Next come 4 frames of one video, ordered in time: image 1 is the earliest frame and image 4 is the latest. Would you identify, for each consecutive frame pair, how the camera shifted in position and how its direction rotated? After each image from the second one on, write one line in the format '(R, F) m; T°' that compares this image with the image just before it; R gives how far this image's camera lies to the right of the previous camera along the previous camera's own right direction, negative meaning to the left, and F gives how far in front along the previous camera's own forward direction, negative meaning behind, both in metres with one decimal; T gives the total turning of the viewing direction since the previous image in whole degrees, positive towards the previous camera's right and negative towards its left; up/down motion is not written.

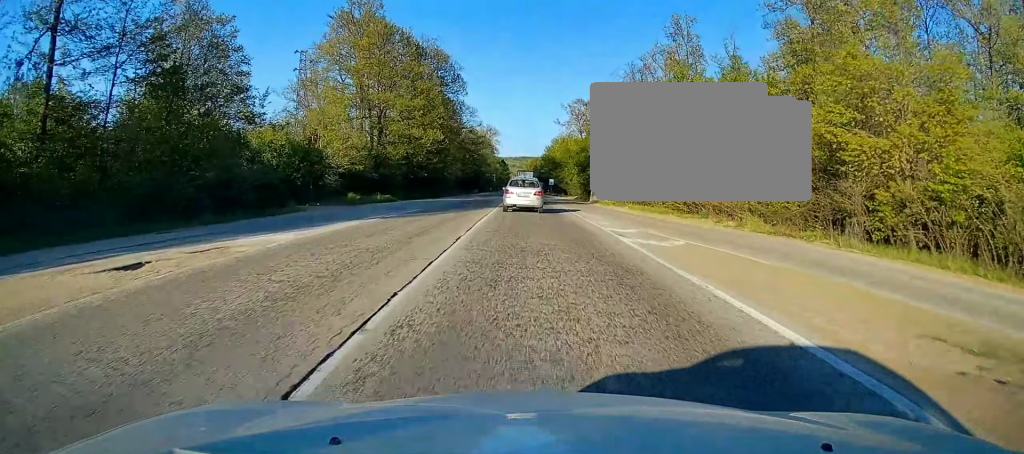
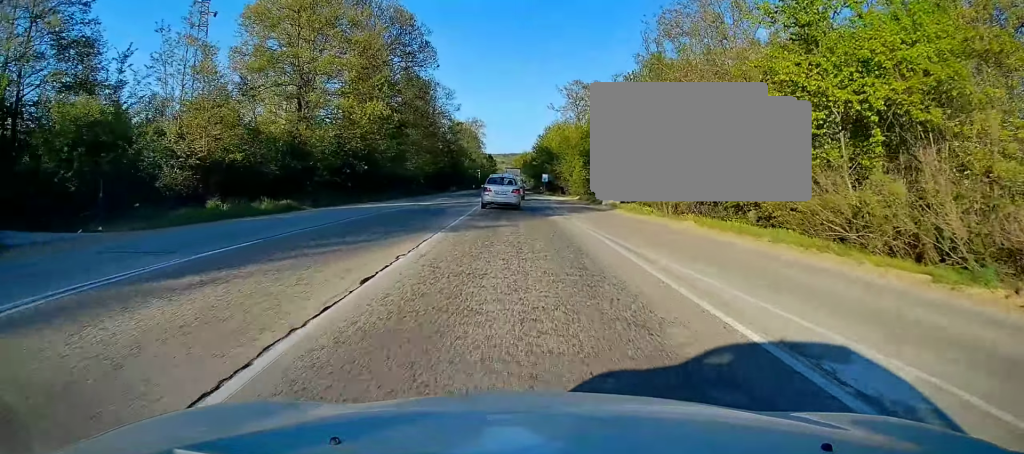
(+0.3, +18.6) m; +1°
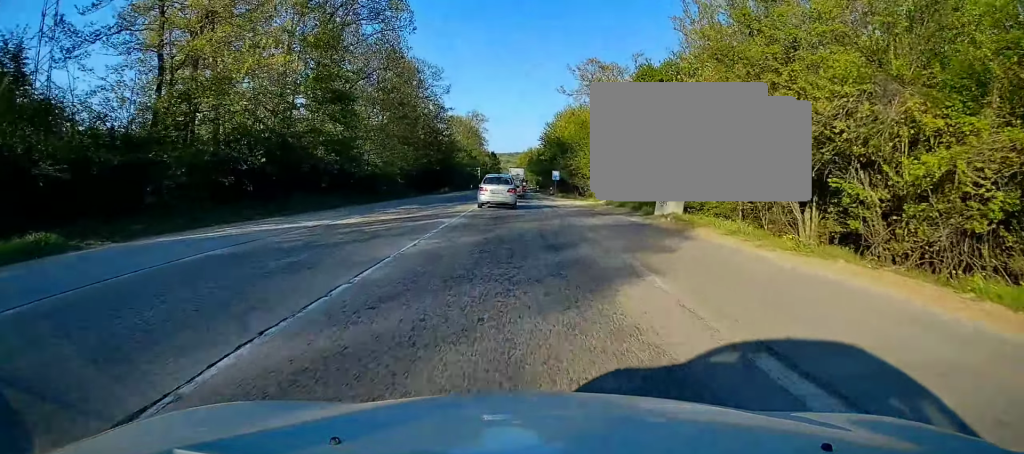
(0.0, +16.9) m; -1°
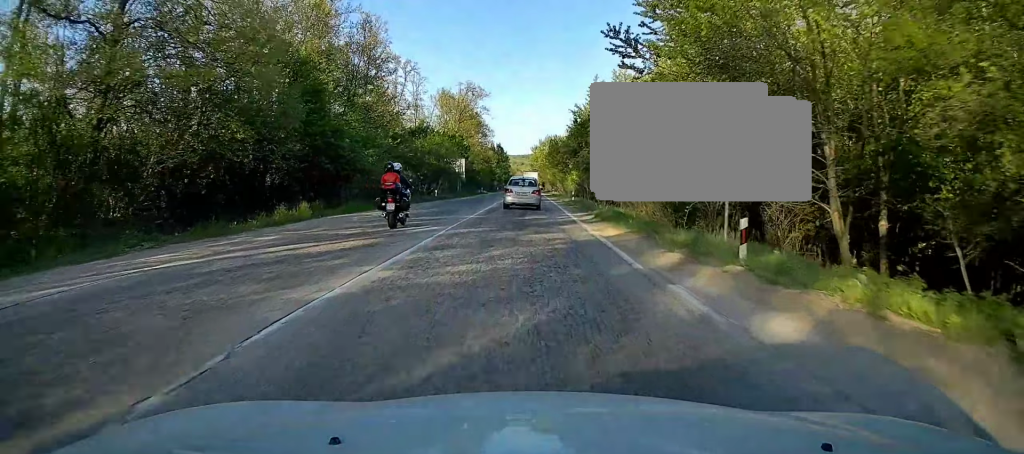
(-0.1, +56.1) m; 0°
